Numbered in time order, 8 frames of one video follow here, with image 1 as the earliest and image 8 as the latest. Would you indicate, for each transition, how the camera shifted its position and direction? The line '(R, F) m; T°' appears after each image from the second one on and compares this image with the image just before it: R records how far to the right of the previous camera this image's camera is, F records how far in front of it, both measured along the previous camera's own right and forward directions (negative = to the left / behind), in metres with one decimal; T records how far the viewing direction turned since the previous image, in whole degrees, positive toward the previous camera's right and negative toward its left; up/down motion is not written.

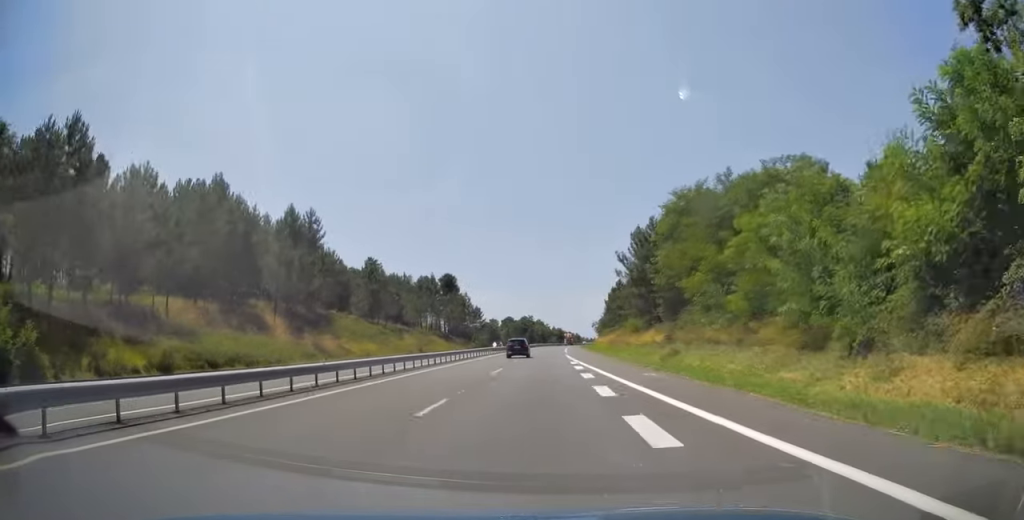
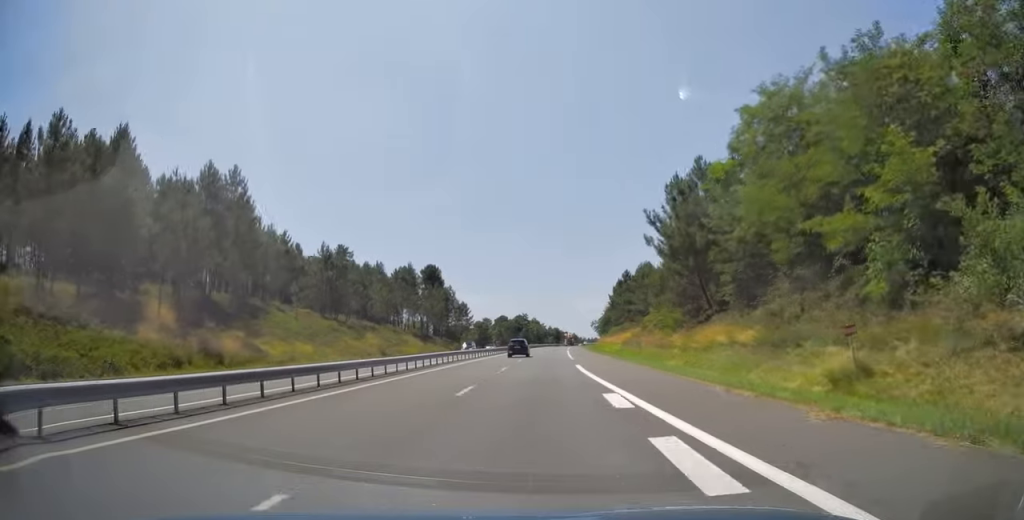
(+0.2, +22.0) m; +1°
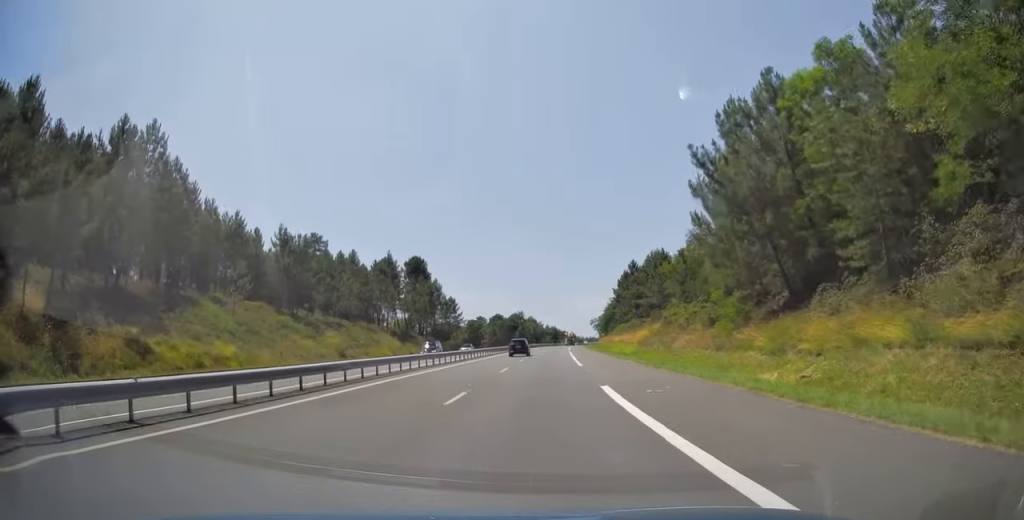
(0.0, +15.6) m; 0°
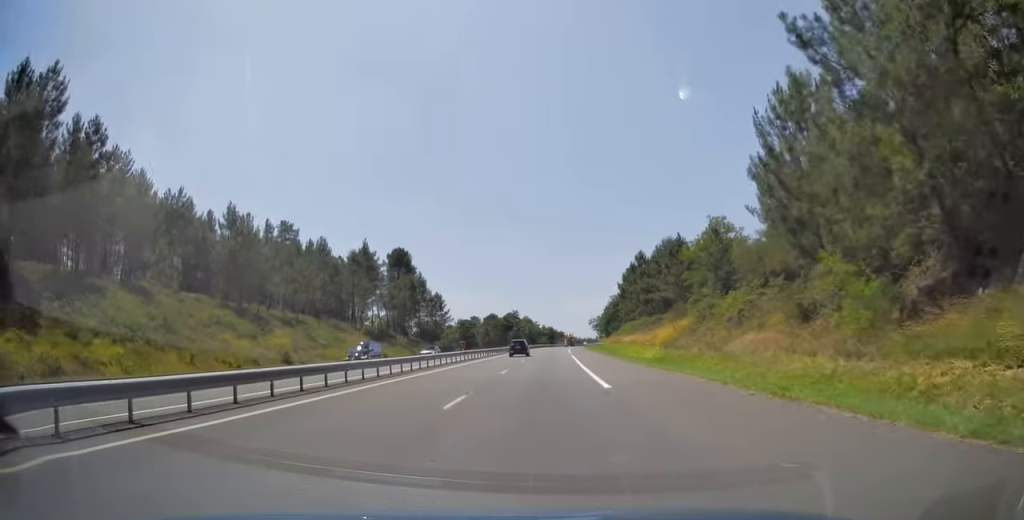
(0.0, +14.0) m; 0°
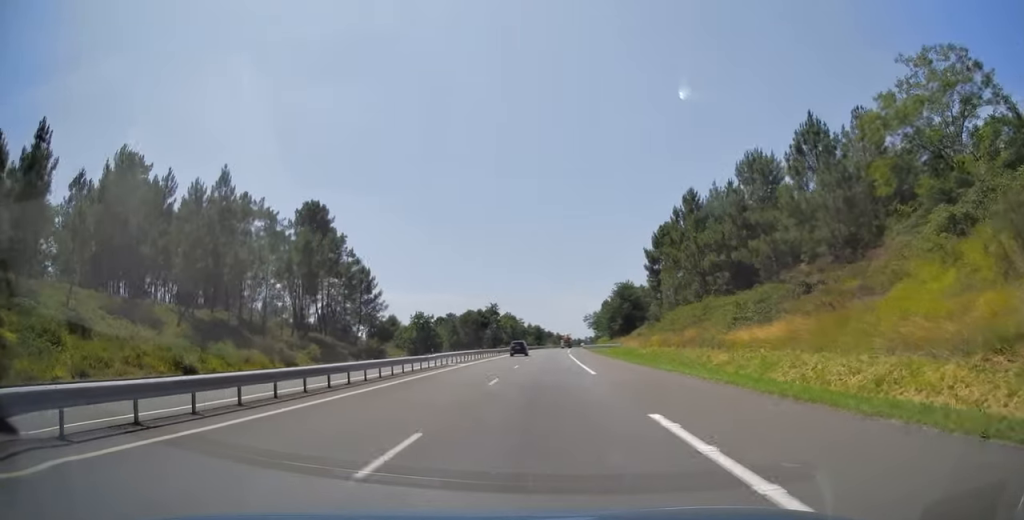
(+0.5, +45.8) m; +1°
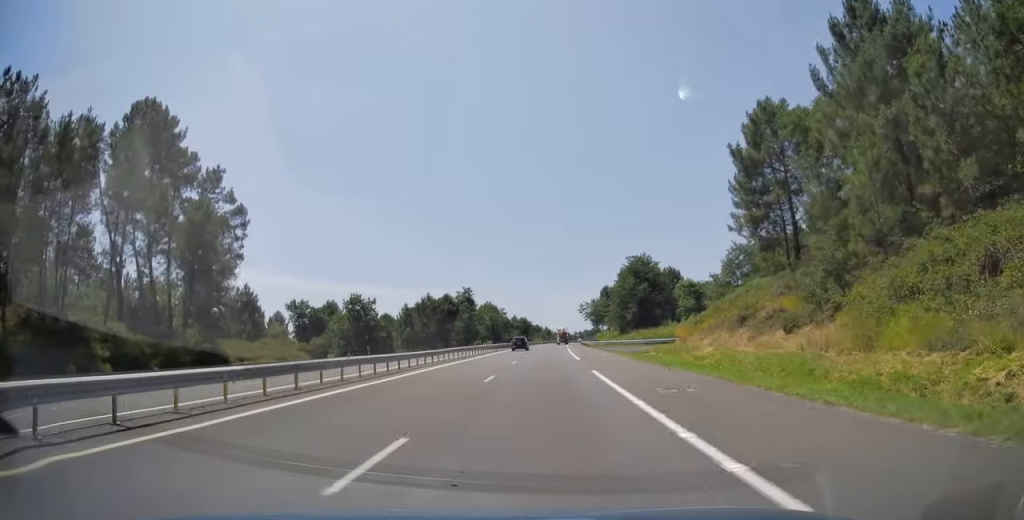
(+0.2, +40.5) m; +1°
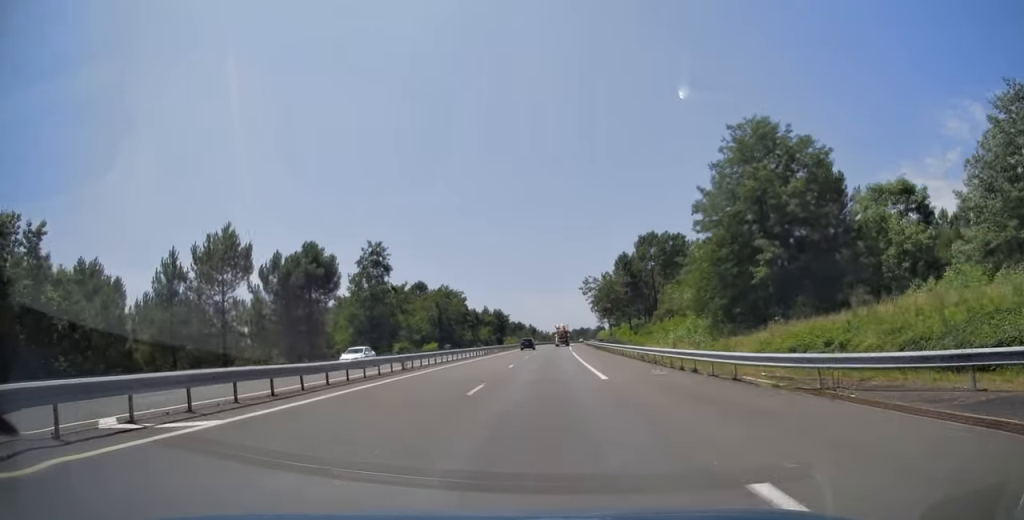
(+1.2, +71.2) m; +1°
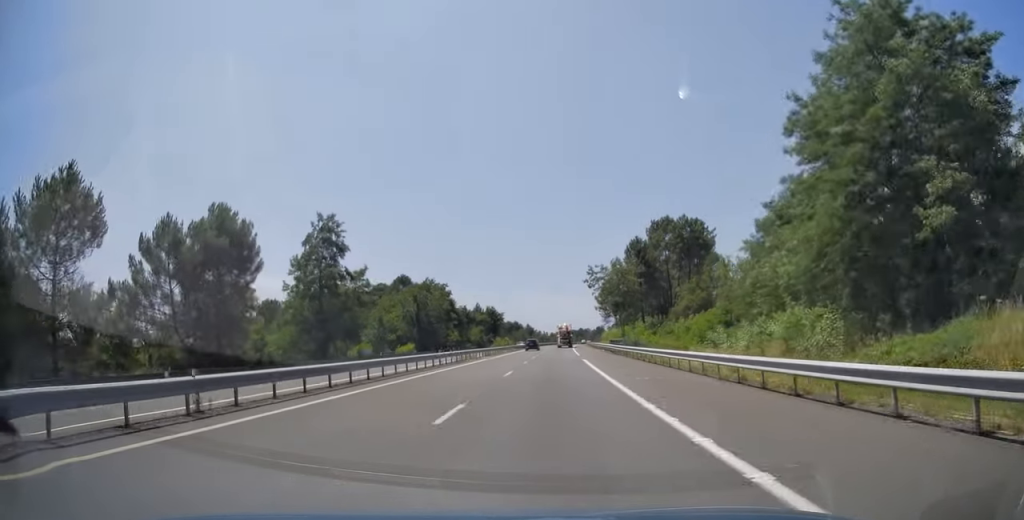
(+0.1, +18.3) m; 0°
